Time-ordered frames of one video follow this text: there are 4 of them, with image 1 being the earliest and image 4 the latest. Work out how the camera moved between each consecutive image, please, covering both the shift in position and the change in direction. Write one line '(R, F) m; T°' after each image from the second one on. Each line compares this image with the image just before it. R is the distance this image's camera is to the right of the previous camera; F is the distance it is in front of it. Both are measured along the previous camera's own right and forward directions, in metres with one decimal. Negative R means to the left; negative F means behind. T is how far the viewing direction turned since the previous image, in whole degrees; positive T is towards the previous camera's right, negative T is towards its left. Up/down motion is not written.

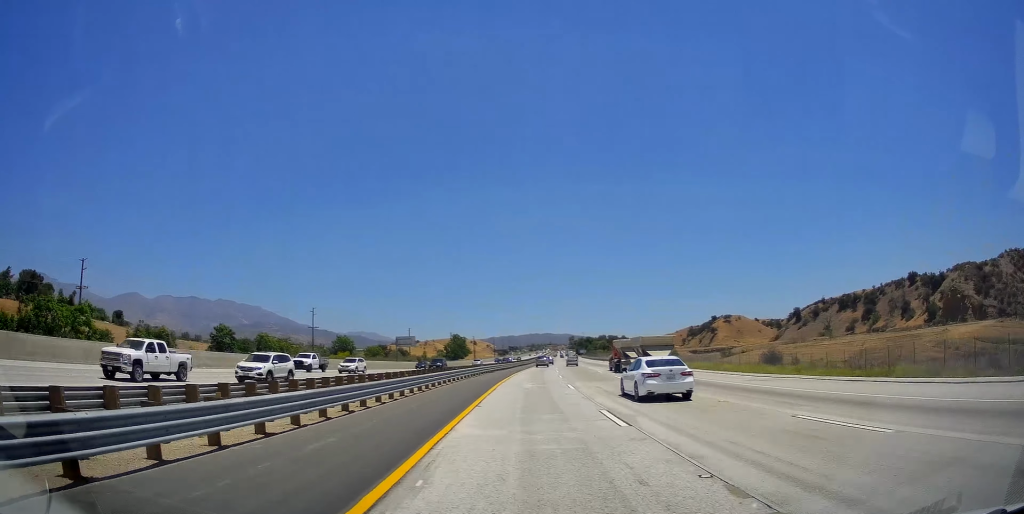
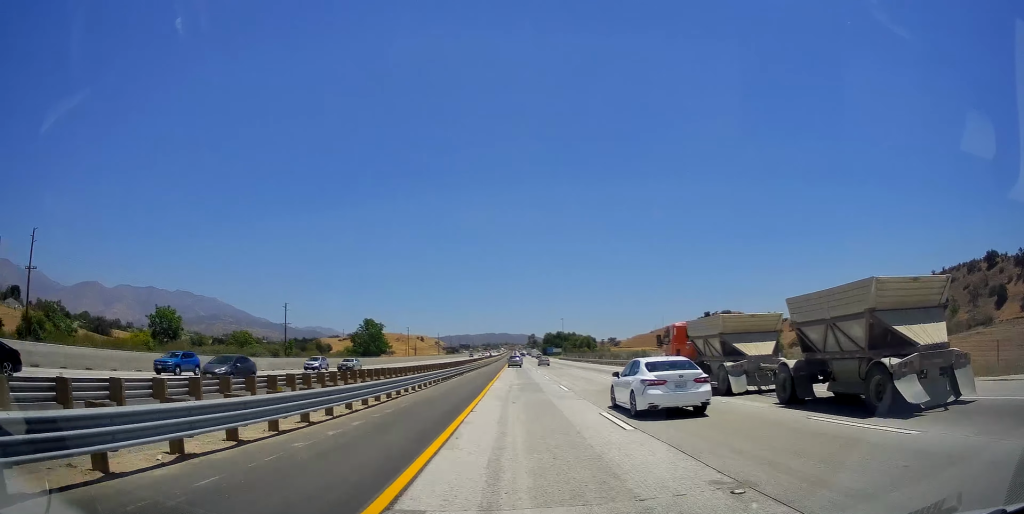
(+6.2, +105.1) m; +5°
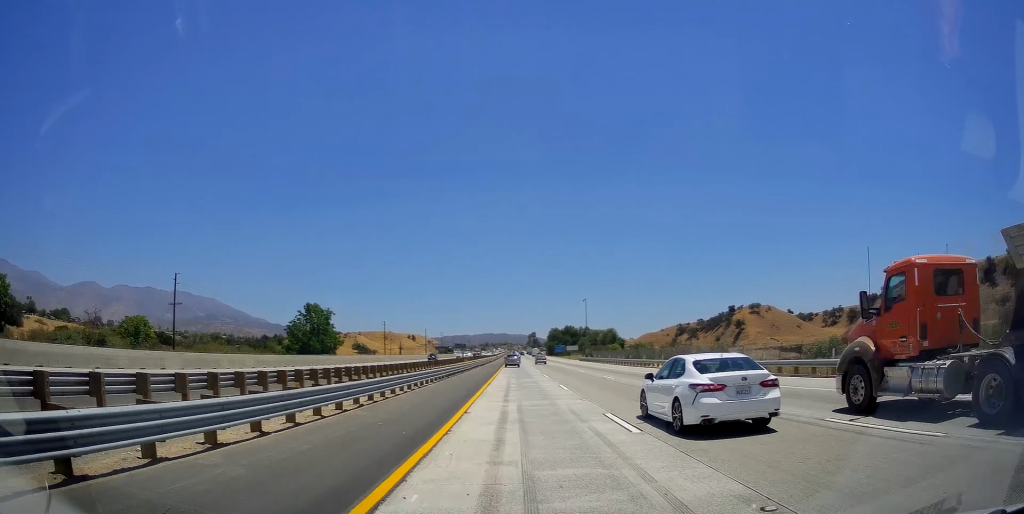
(0.0, +57.4) m; 0°
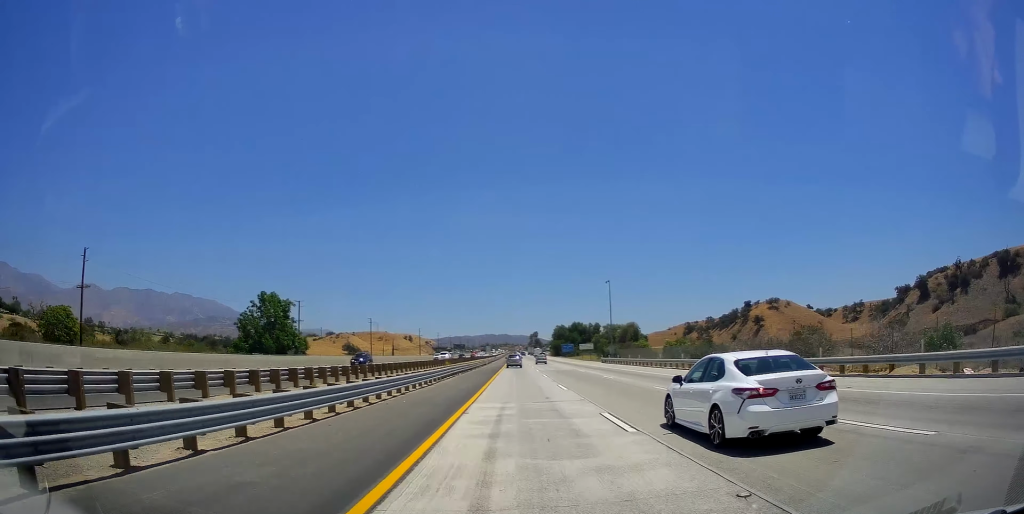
(+0.1, +29.1) m; 0°
